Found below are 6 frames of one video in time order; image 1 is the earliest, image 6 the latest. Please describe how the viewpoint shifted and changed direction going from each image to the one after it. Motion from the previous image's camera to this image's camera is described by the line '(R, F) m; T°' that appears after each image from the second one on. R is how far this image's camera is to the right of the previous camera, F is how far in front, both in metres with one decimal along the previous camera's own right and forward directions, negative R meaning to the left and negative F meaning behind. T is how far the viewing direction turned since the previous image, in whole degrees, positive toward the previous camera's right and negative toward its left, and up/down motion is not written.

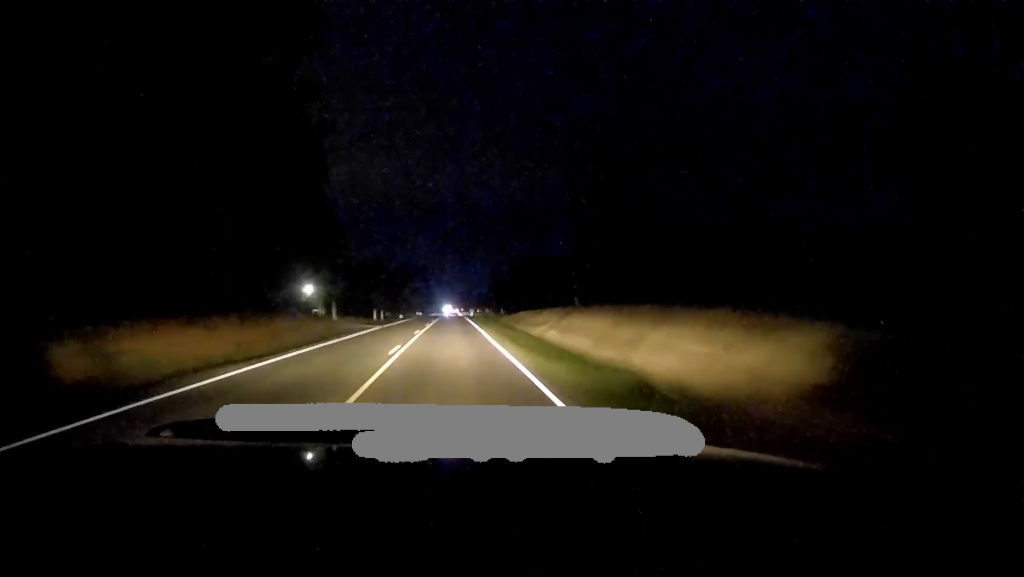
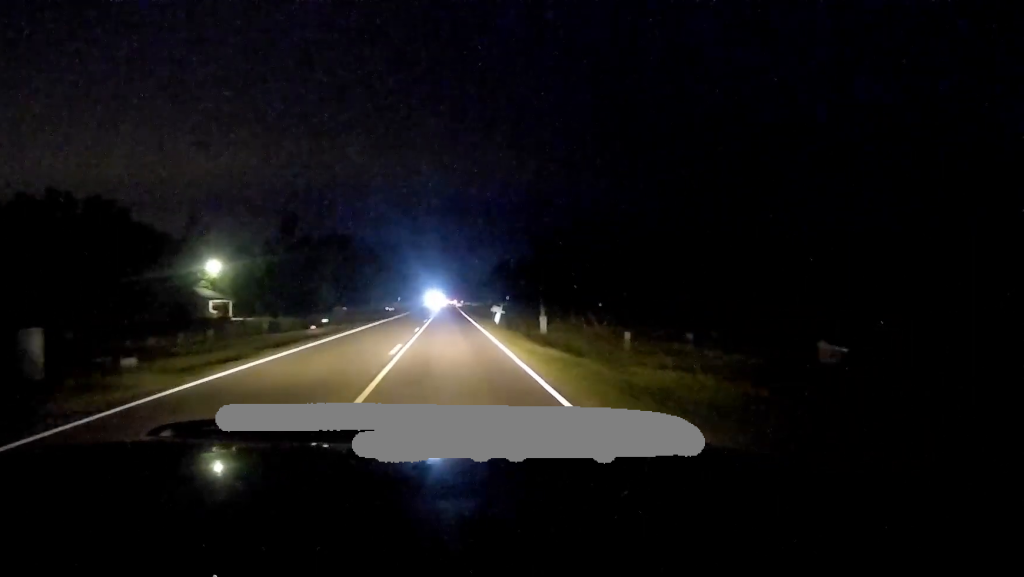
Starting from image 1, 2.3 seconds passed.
(-0.5, +61.0) m; 0°
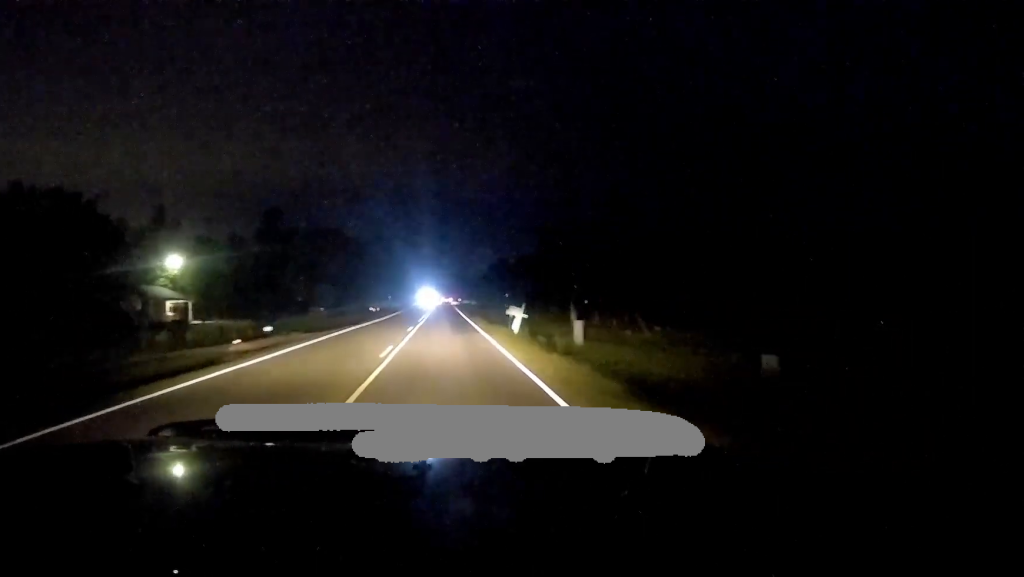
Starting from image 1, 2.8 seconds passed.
(+0.1, +13.2) m; 0°
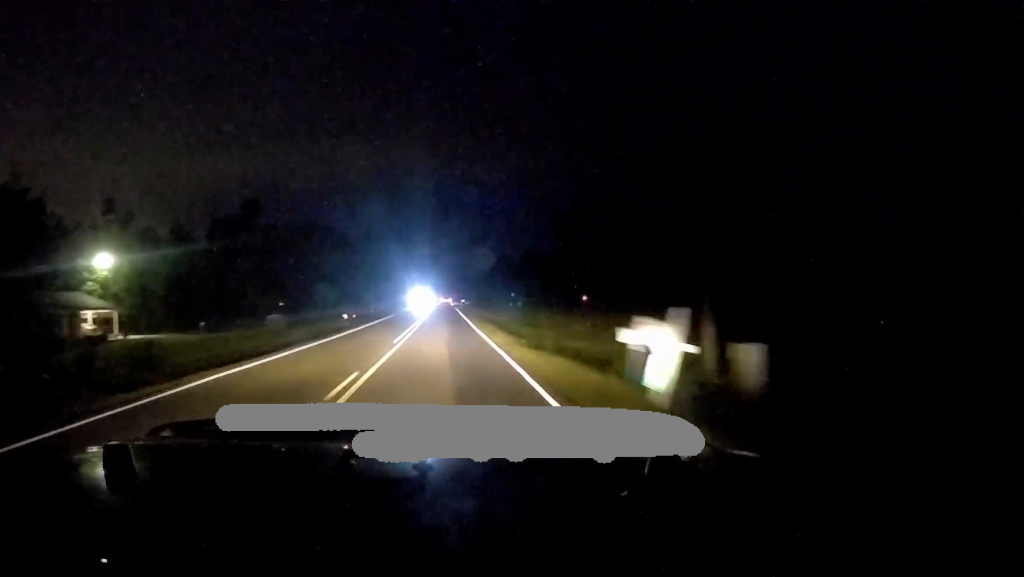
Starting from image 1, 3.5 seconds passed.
(+0.2, +18.3) m; -1°
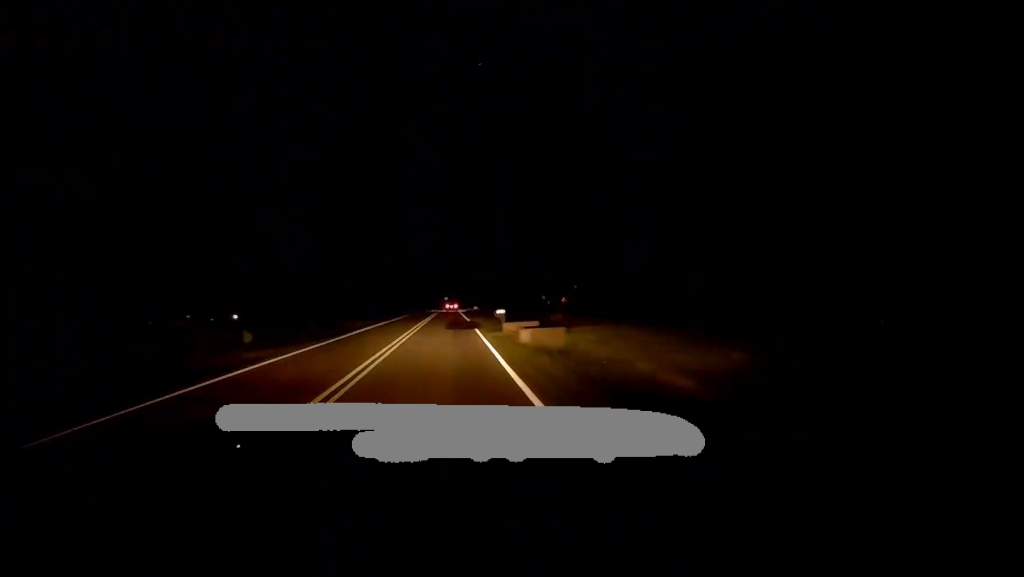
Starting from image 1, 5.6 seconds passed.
(+0.8, +55.5) m; +2°
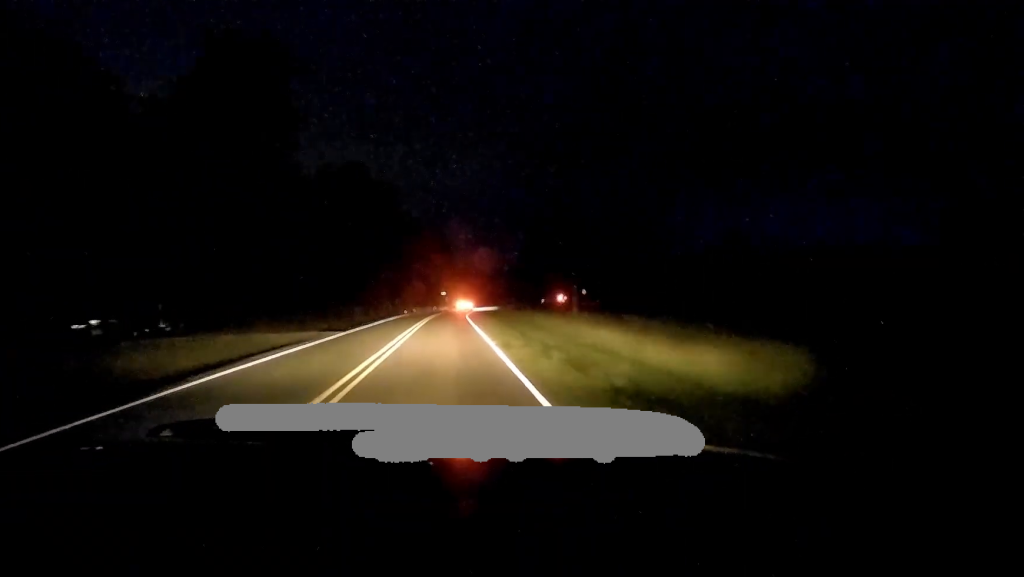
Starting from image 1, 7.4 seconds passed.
(-0.7, +48.2) m; -1°
